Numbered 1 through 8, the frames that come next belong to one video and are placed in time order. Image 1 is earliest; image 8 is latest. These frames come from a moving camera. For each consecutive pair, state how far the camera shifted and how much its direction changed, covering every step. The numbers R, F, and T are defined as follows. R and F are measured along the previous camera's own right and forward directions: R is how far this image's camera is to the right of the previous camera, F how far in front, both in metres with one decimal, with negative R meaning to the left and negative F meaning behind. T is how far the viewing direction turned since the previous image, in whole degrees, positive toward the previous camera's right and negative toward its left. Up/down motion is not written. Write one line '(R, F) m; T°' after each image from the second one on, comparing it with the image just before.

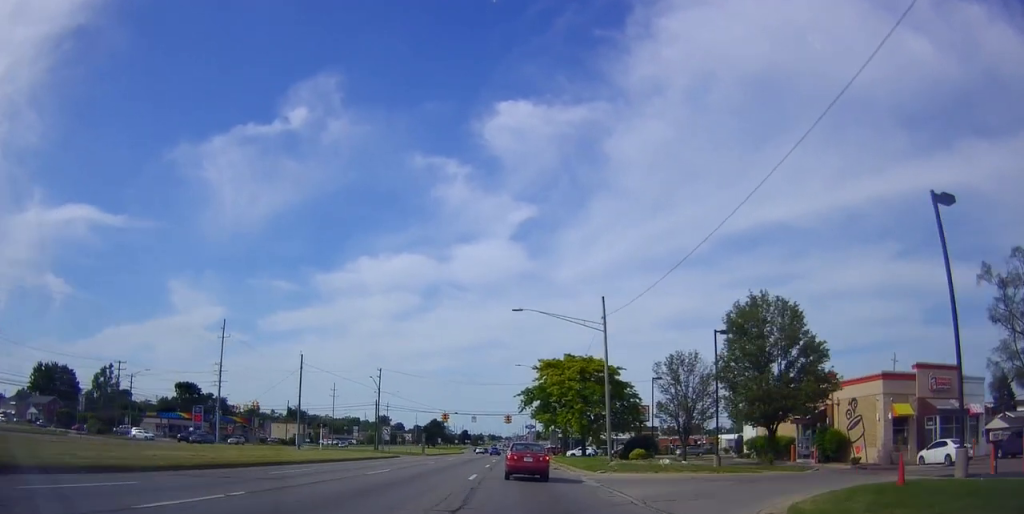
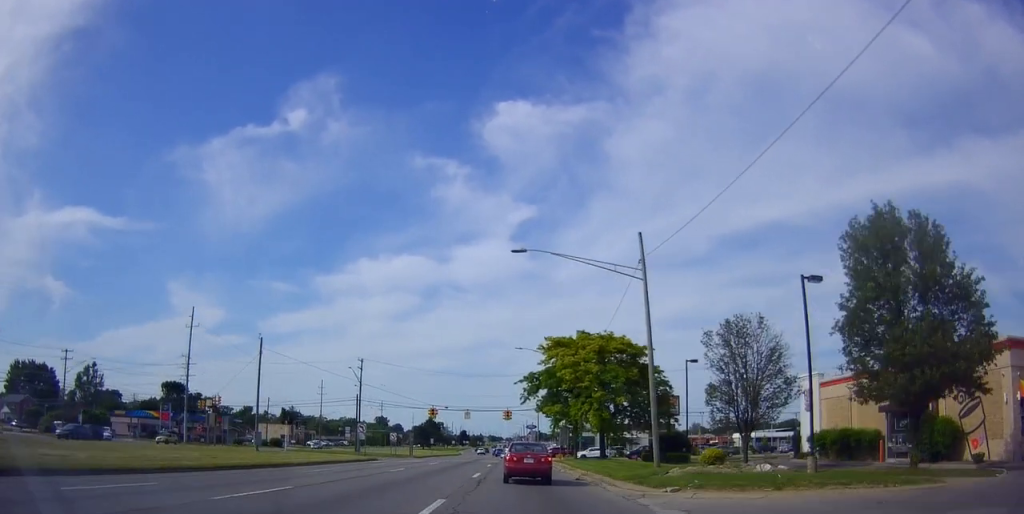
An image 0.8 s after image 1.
(0.0, +12.5) m; -1°
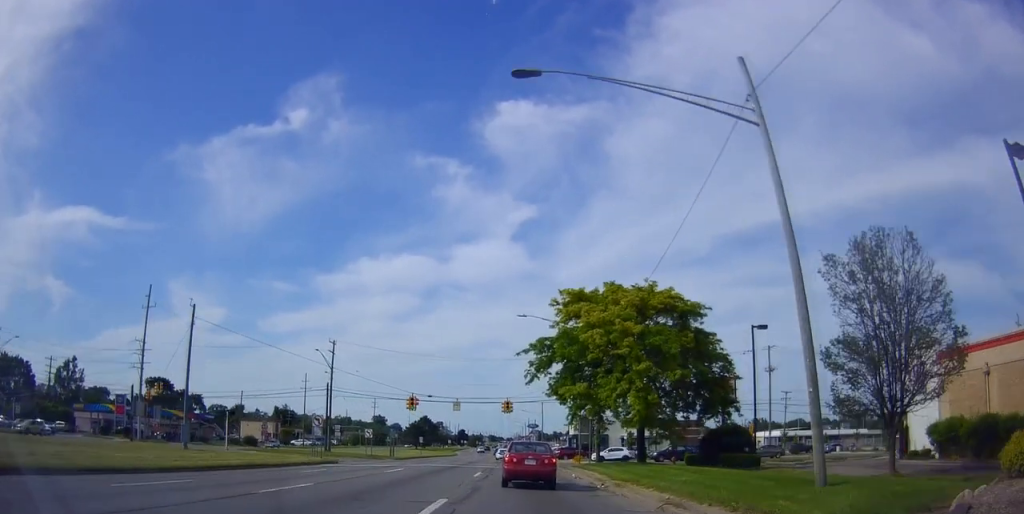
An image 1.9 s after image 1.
(-0.2, +15.3) m; 0°
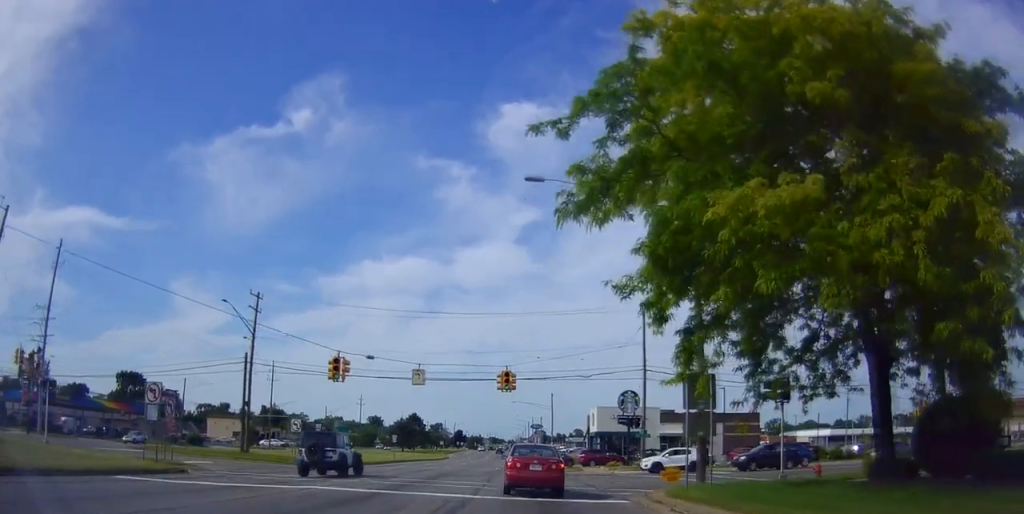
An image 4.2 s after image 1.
(+0.6, +26.8) m; +1°
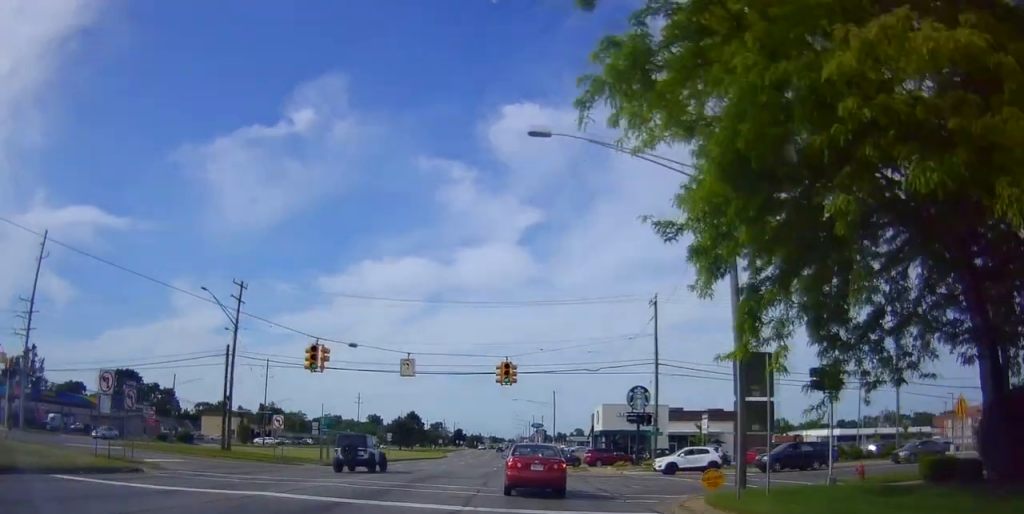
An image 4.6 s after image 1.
(0.0, +4.1) m; 0°
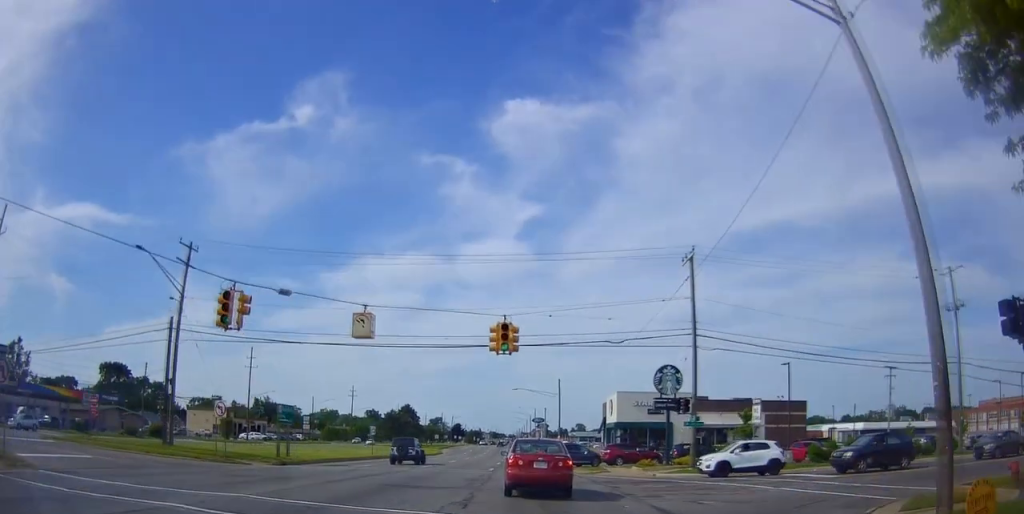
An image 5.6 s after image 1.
(0.0, +9.4) m; 0°
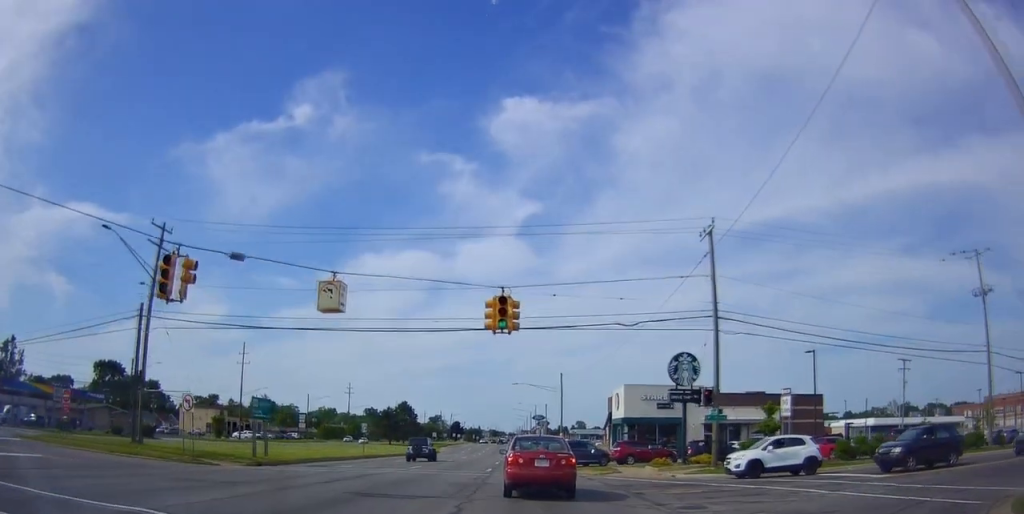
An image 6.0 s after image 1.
(0.0, +3.8) m; 0°
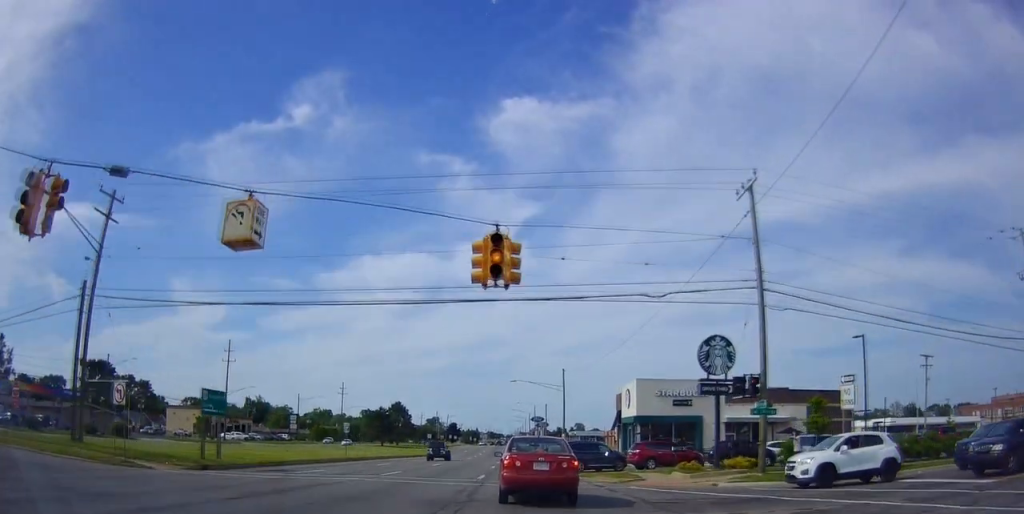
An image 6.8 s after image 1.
(0.0, +6.7) m; 0°
